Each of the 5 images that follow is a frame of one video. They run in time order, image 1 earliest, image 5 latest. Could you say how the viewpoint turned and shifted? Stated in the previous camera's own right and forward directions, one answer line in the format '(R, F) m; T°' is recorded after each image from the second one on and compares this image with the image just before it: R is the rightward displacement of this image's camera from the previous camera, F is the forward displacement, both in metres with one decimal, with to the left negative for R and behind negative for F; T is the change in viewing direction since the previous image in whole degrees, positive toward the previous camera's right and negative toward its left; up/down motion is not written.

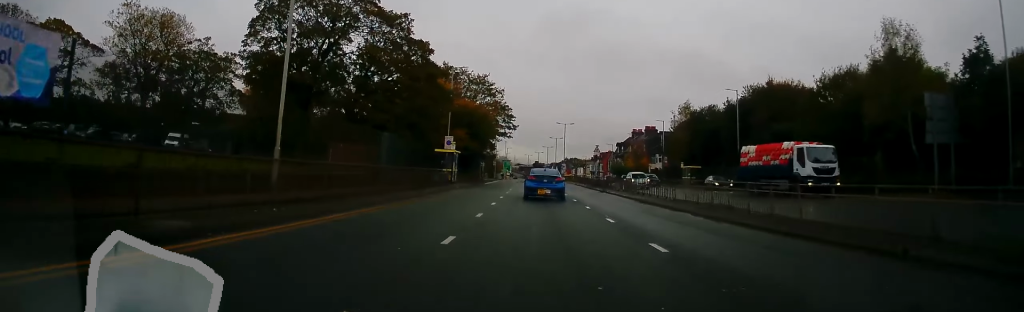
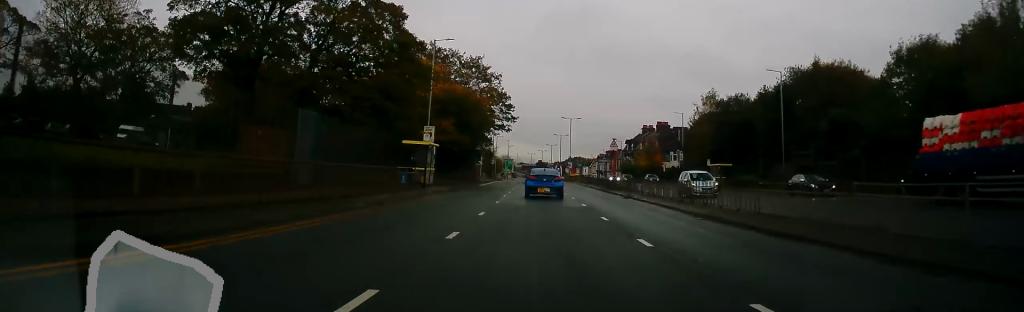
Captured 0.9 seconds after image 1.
(-0.3, +11.1) m; -2°
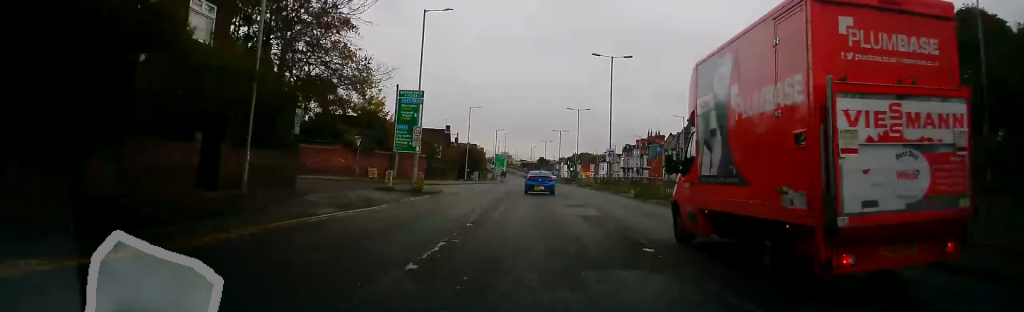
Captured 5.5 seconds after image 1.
(+1.3, +61.5) m; +2°
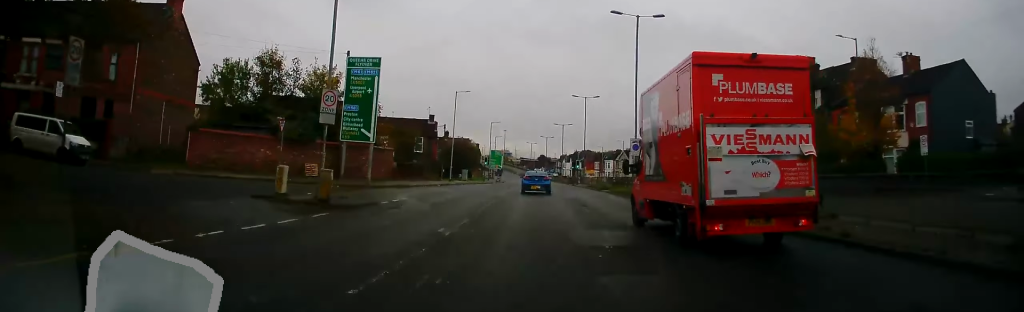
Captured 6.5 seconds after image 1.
(-0.3, +14.5) m; -2°
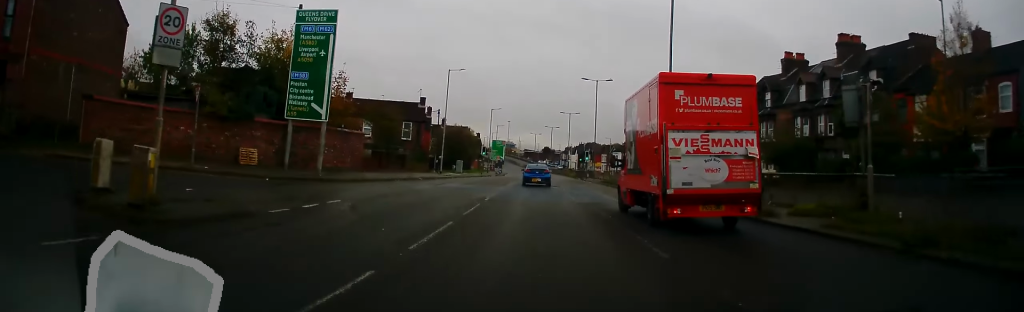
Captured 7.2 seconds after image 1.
(-0.1, +9.3) m; -1°
